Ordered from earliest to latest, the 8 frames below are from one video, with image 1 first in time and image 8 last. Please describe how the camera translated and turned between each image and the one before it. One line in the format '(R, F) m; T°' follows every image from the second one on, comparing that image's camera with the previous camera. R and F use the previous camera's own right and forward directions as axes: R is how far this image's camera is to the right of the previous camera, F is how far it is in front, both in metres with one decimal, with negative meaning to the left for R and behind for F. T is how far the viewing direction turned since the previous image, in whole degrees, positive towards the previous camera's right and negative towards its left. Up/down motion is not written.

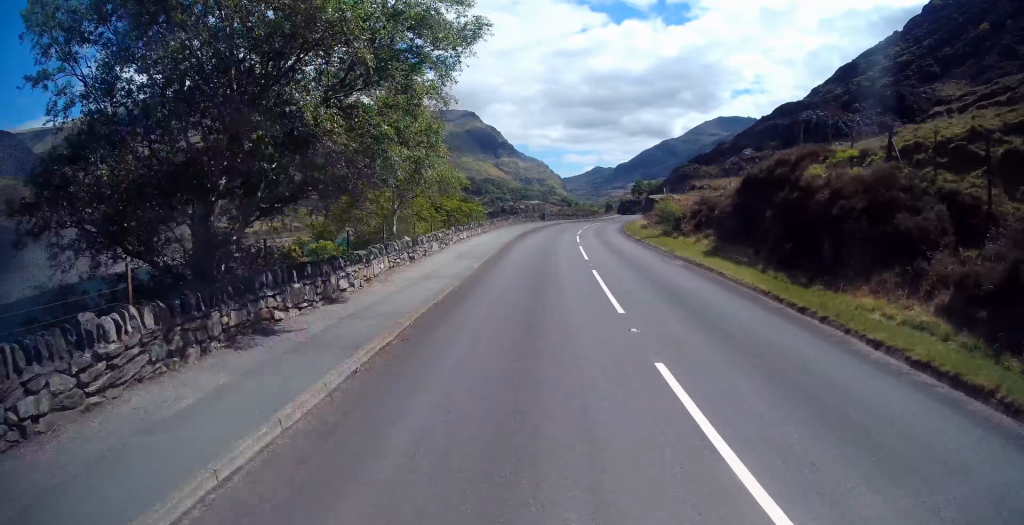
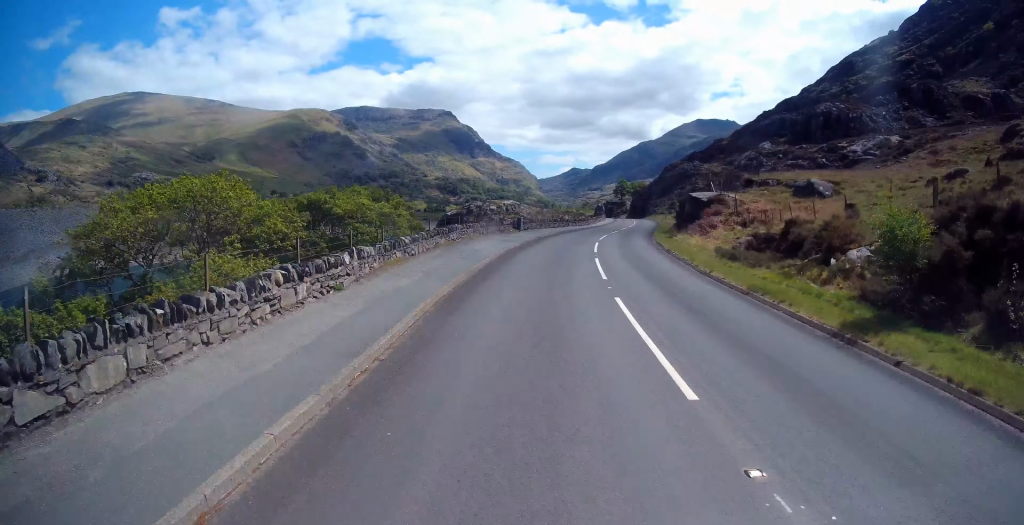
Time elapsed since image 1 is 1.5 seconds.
(+0.4, +22.0) m; +2°
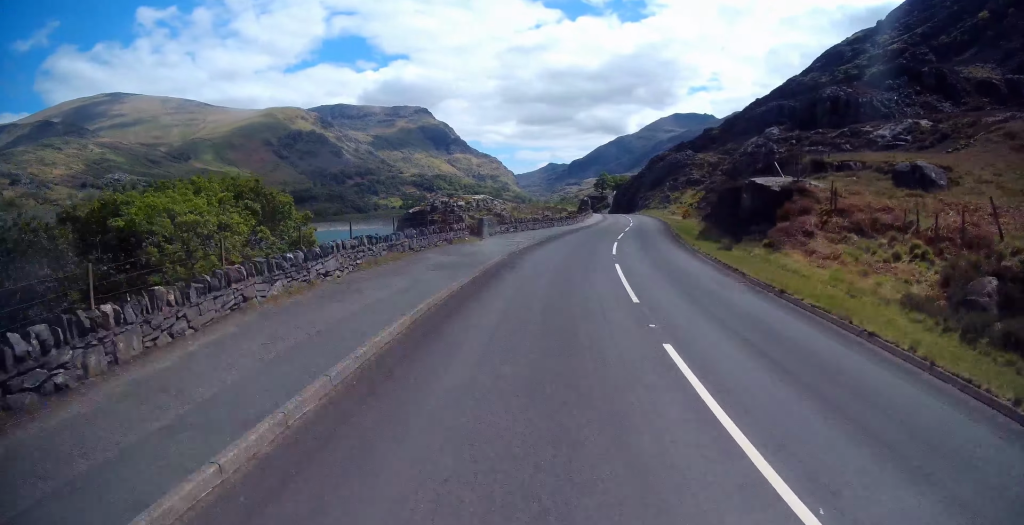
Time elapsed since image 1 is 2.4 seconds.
(+0.5, +13.2) m; +3°
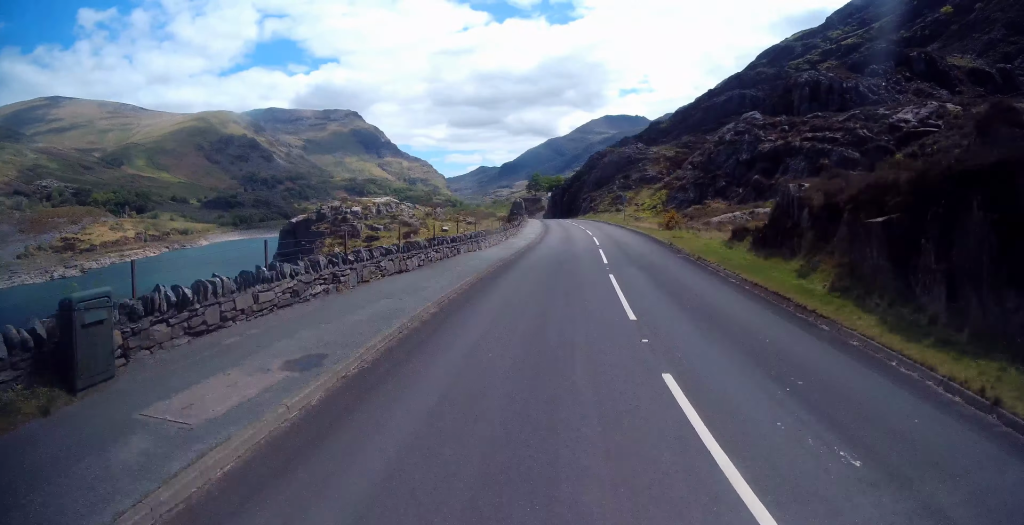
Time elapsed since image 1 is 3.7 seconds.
(+0.6, +19.2) m; +4°
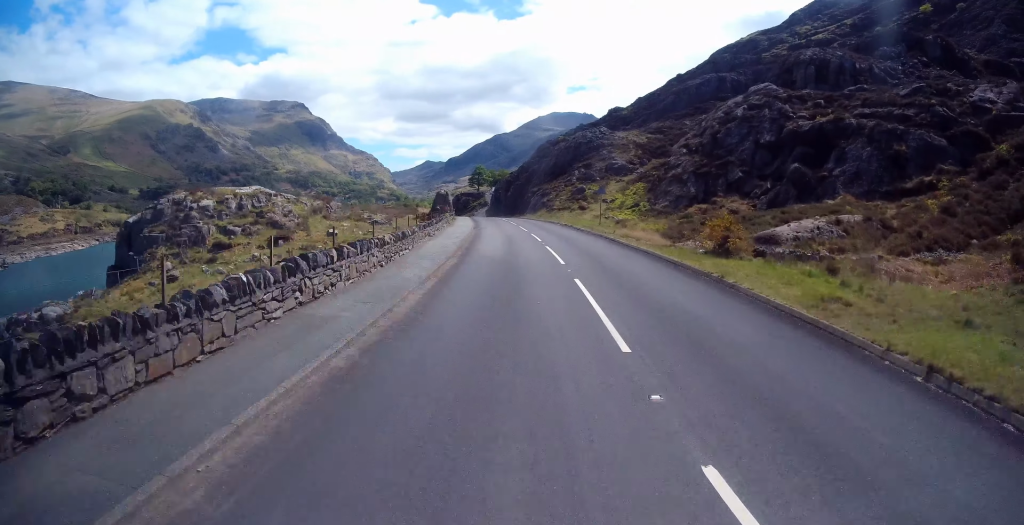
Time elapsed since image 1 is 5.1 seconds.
(+1.0, +20.3) m; +7°
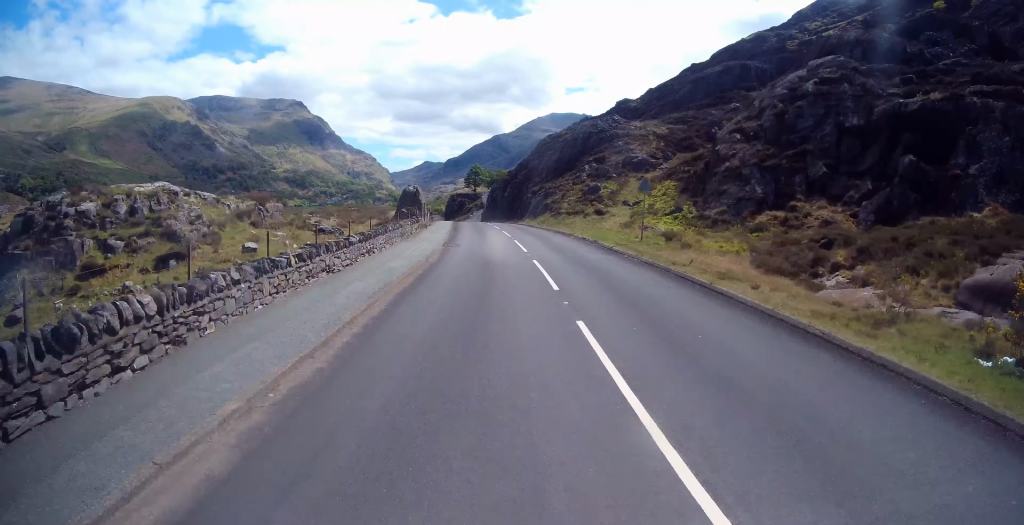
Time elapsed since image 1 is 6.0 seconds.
(+0.6, +13.5) m; +3°
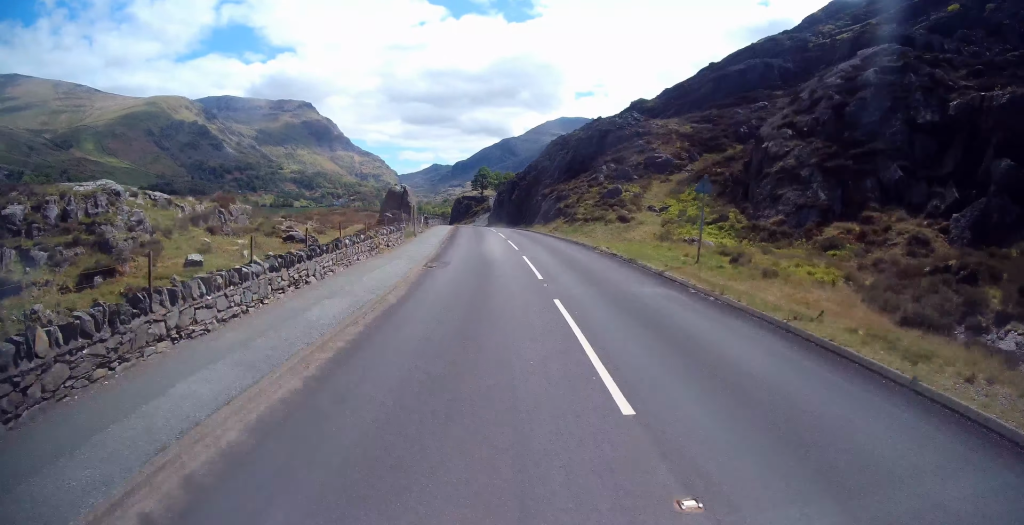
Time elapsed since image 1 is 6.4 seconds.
(+0.4, +6.6) m; 0°
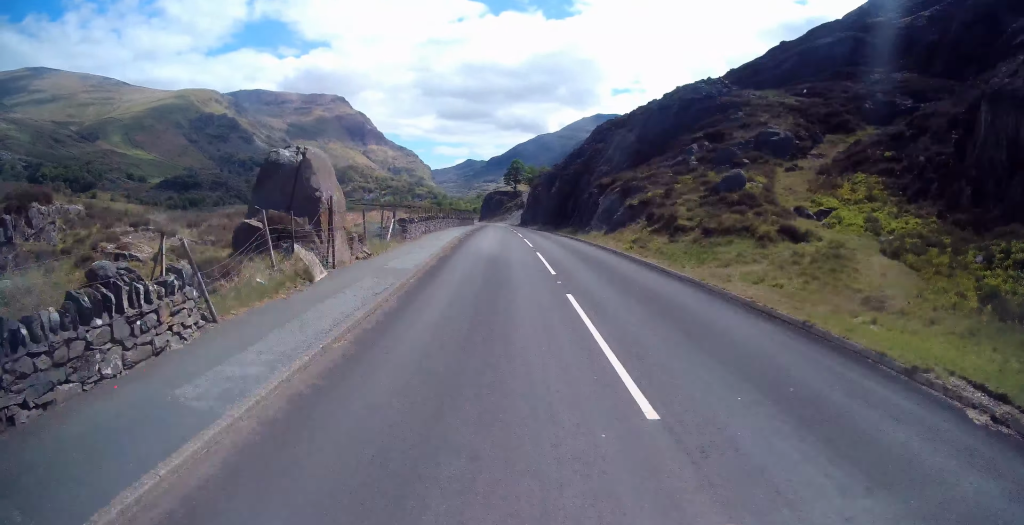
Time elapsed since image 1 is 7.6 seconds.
(-0.8, +18.7) m; -2°
